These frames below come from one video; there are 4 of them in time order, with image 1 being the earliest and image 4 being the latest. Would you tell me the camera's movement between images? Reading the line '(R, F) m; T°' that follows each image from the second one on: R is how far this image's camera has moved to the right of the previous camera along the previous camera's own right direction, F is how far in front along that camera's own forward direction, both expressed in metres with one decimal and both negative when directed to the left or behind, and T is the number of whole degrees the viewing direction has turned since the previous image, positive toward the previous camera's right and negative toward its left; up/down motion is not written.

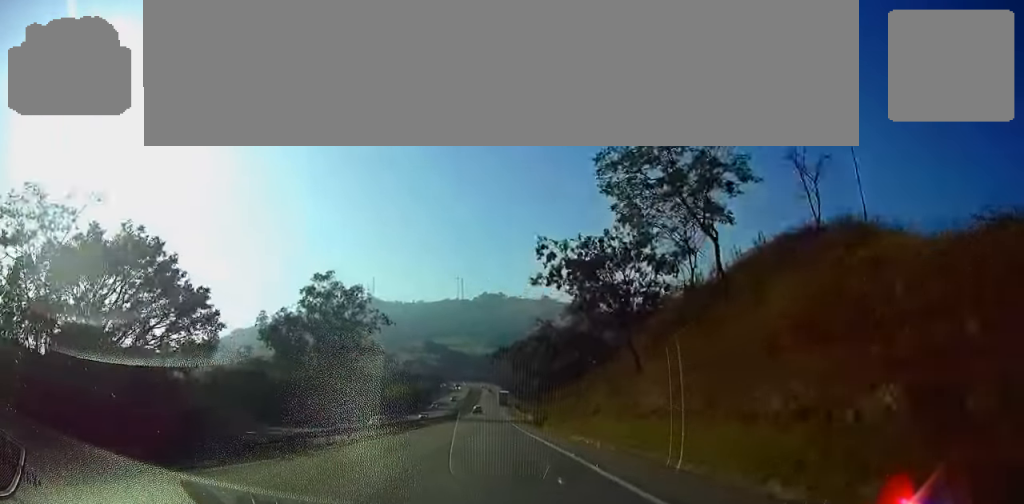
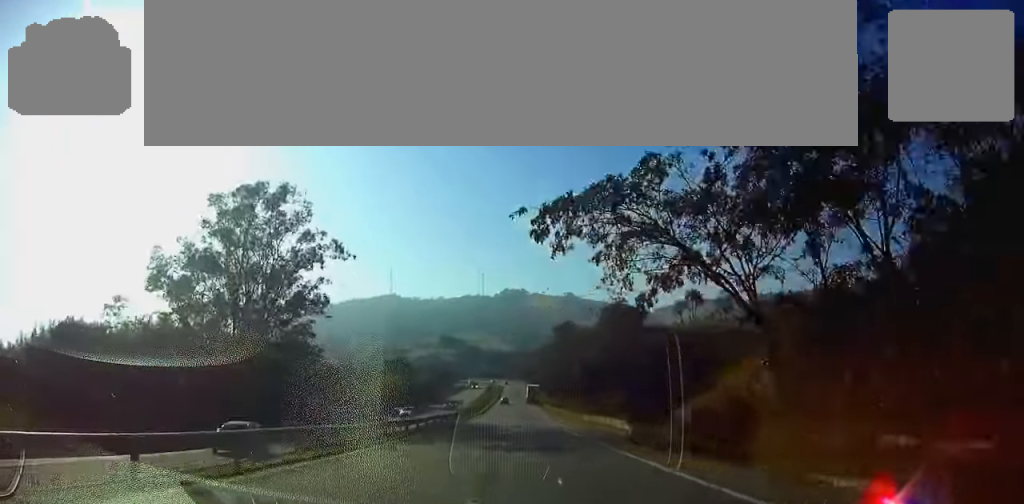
(-0.4, +52.6) m; -1°
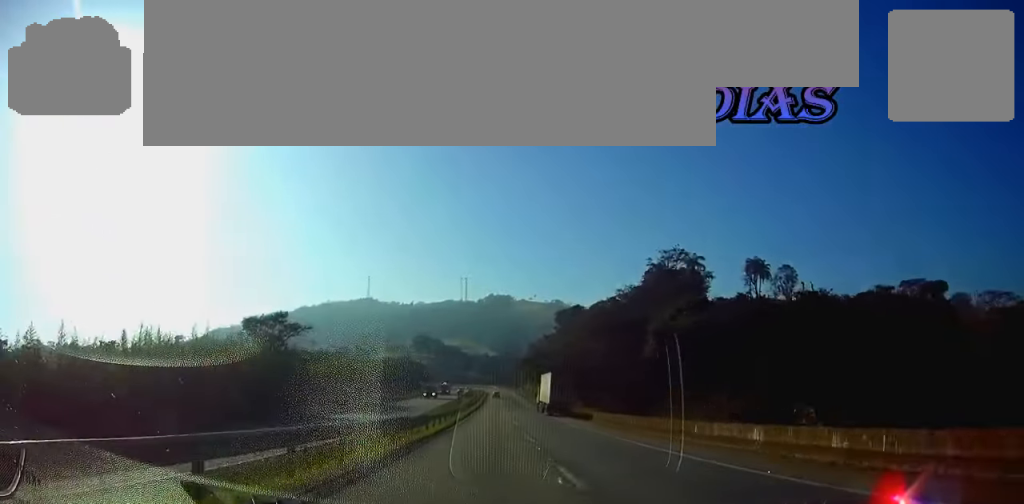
(+0.4, +86.8) m; +1°
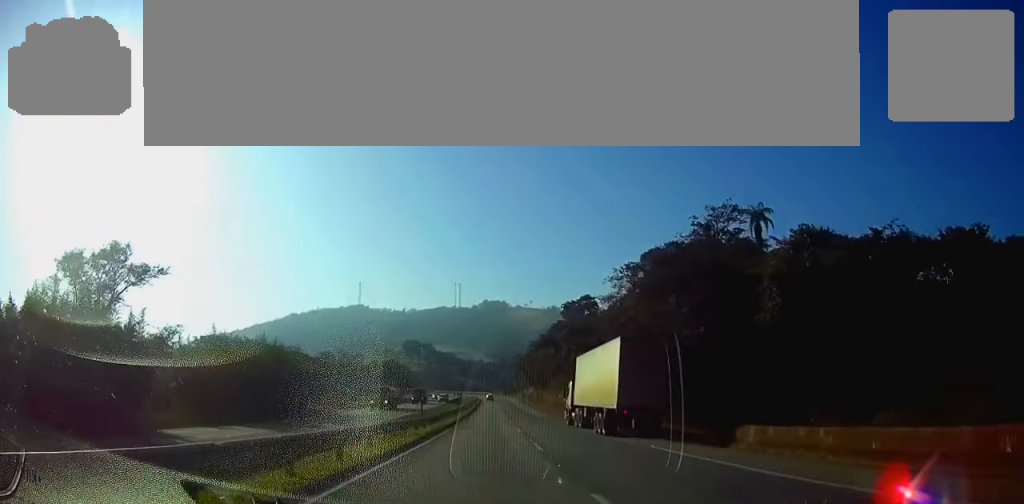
(+0.1, +36.4) m; 0°
